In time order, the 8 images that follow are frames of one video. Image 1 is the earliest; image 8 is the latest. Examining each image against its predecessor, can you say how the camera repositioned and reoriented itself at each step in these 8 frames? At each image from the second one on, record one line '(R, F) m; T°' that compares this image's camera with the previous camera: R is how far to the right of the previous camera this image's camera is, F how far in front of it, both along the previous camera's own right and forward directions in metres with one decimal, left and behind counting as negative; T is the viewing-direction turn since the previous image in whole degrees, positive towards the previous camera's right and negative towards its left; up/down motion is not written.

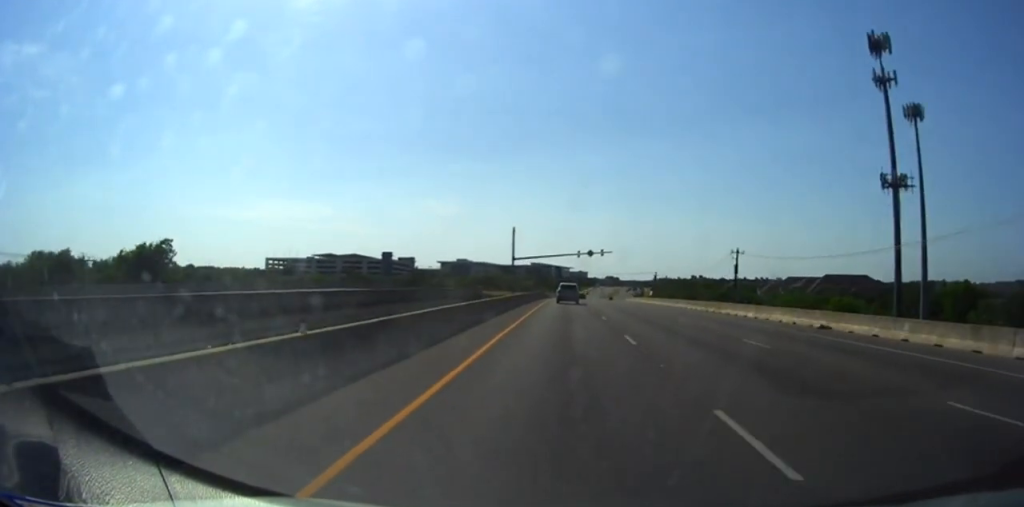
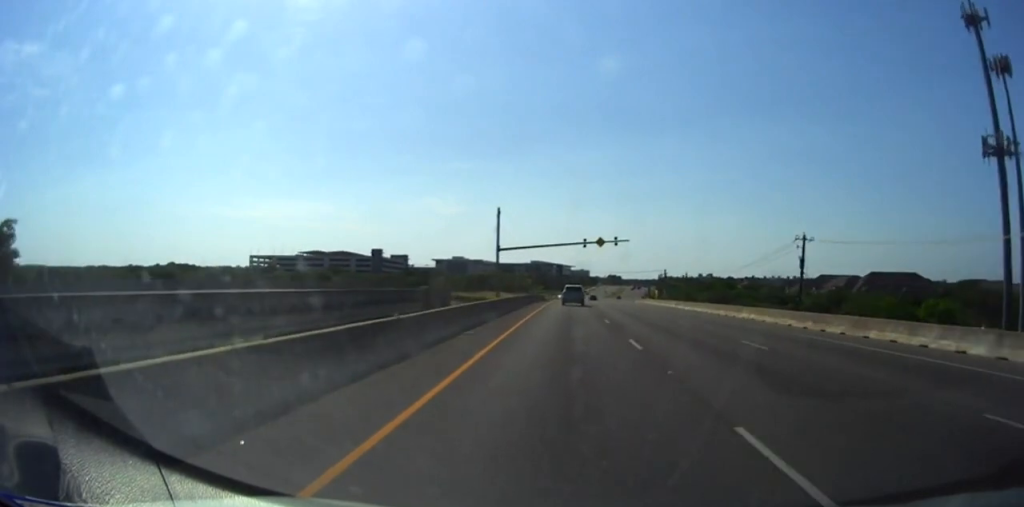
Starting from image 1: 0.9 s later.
(0.0, +25.8) m; 0°
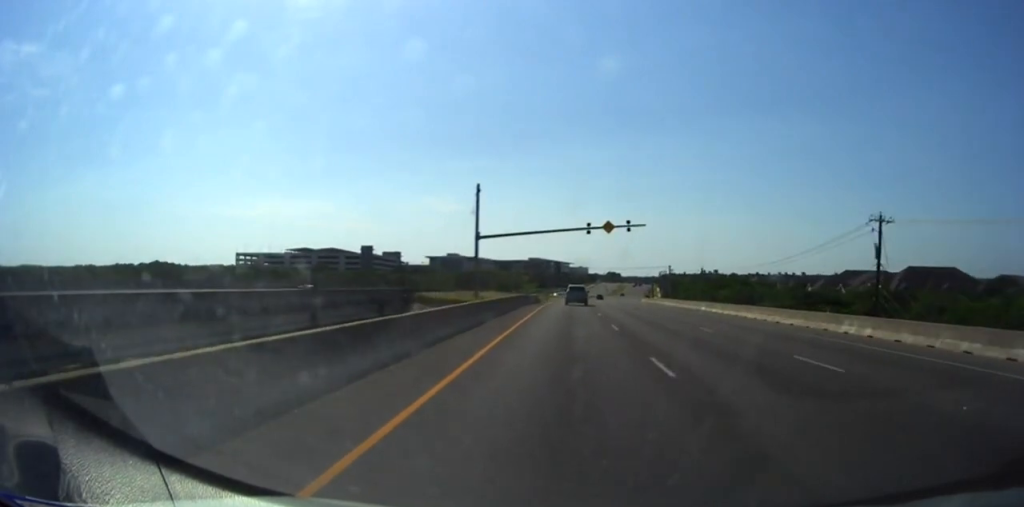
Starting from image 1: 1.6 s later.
(0.0, +17.6) m; 0°
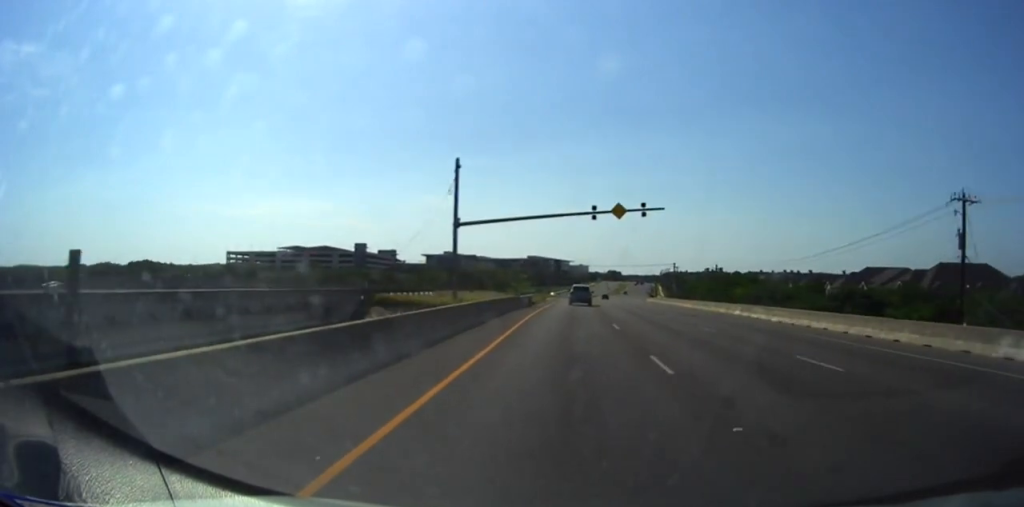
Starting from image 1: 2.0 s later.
(-0.1, +11.1) m; 0°
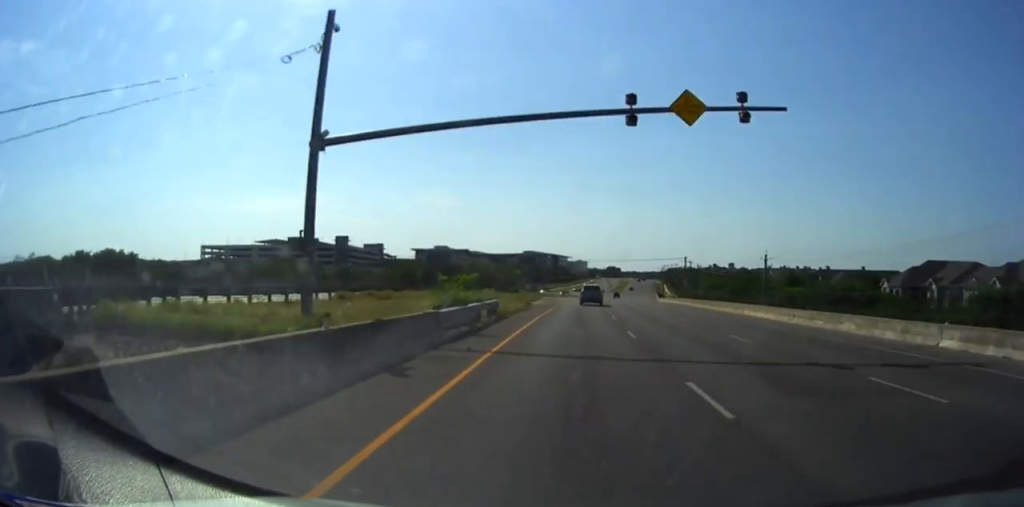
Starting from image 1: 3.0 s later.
(-0.1, +29.8) m; 0°
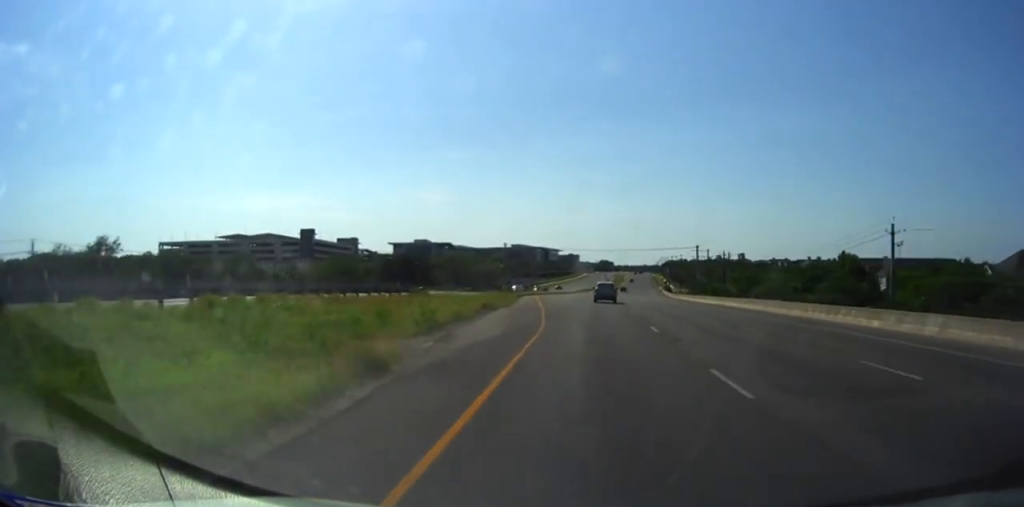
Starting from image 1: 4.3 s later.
(+0.1, +35.3) m; +1°
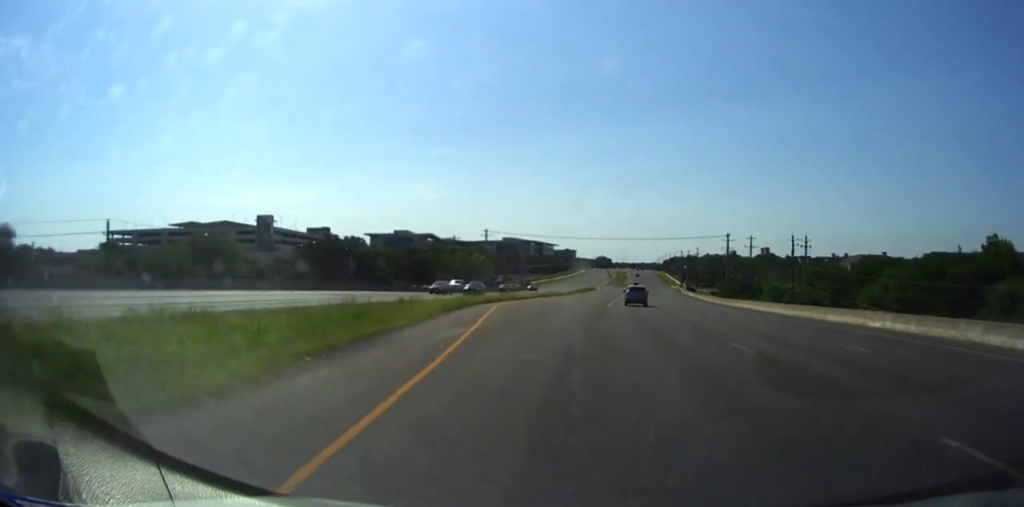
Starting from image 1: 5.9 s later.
(+0.4, +44.1) m; +1°
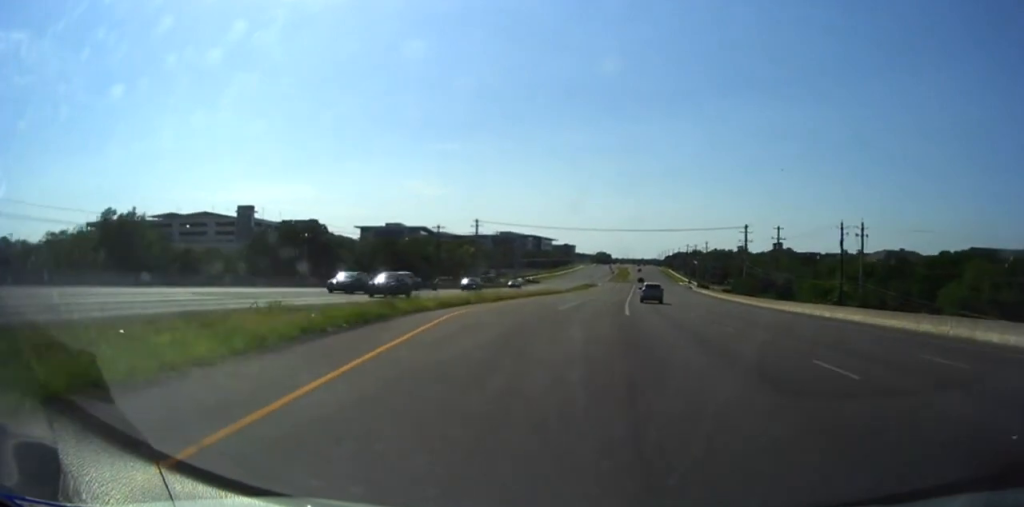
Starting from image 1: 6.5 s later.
(0.0, +17.3) m; 0°
